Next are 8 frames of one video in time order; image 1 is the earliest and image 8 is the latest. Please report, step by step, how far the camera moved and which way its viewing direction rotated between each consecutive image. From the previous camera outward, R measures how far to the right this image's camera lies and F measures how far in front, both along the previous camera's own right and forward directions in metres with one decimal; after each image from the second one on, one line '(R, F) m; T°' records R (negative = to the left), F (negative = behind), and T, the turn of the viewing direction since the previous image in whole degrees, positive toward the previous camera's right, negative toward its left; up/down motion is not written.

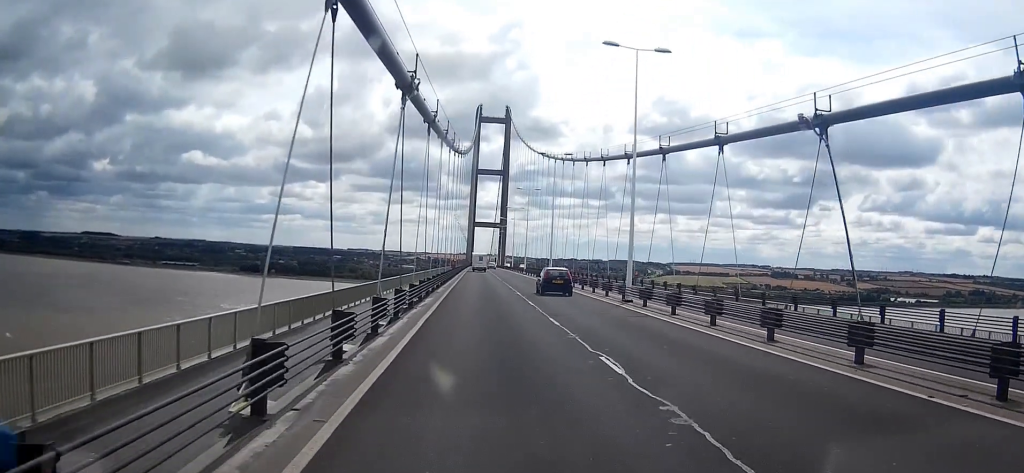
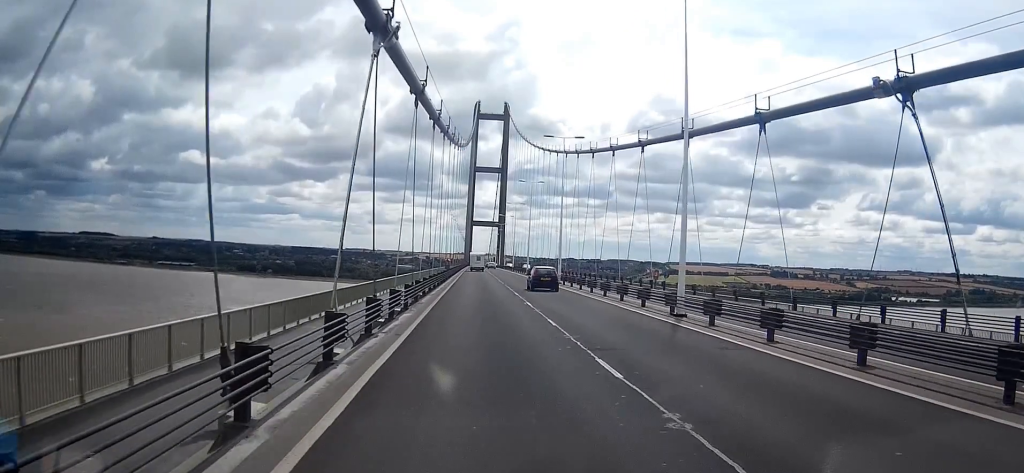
(0.0, +9.0) m; 0°
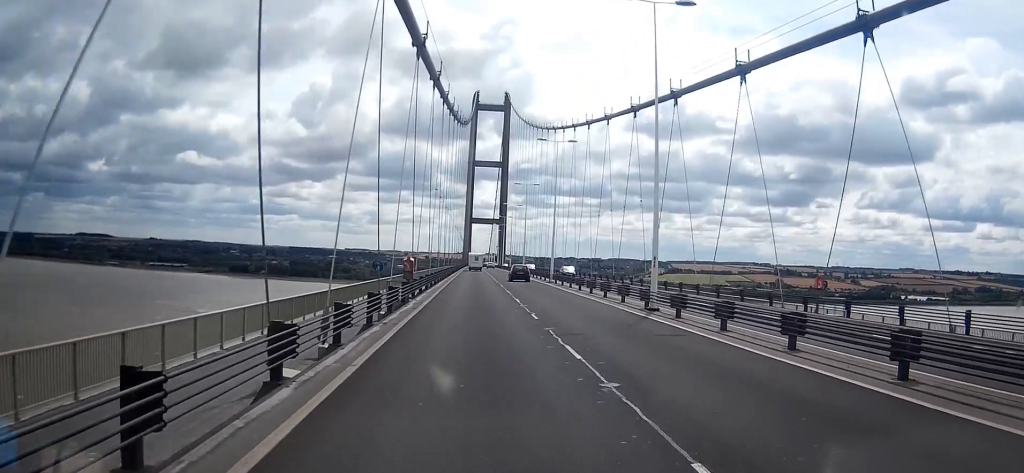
(+0.2, +33.6) m; 0°
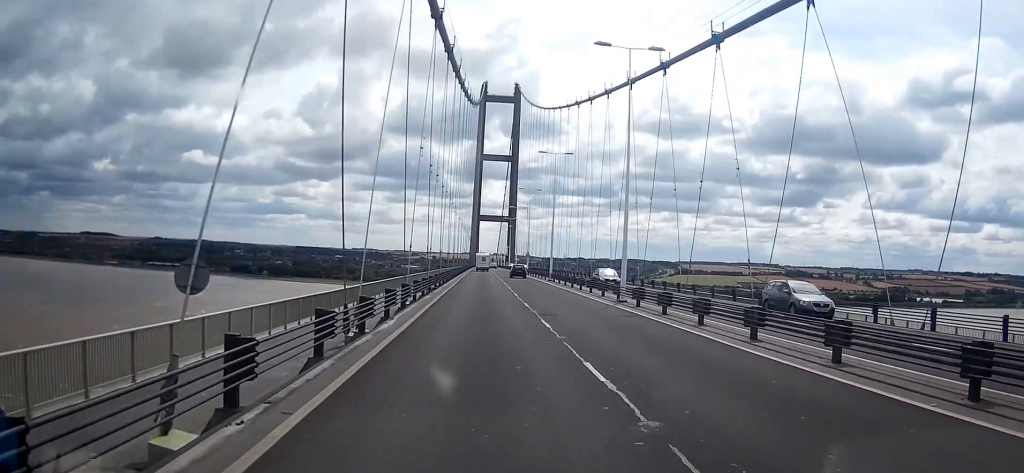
(-0.3, +29.2) m; -1°
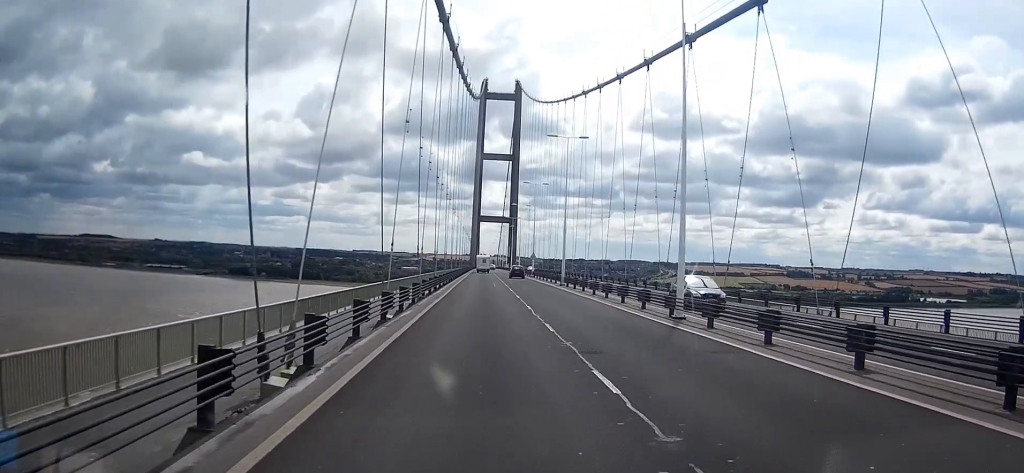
(0.0, +9.8) m; 0°
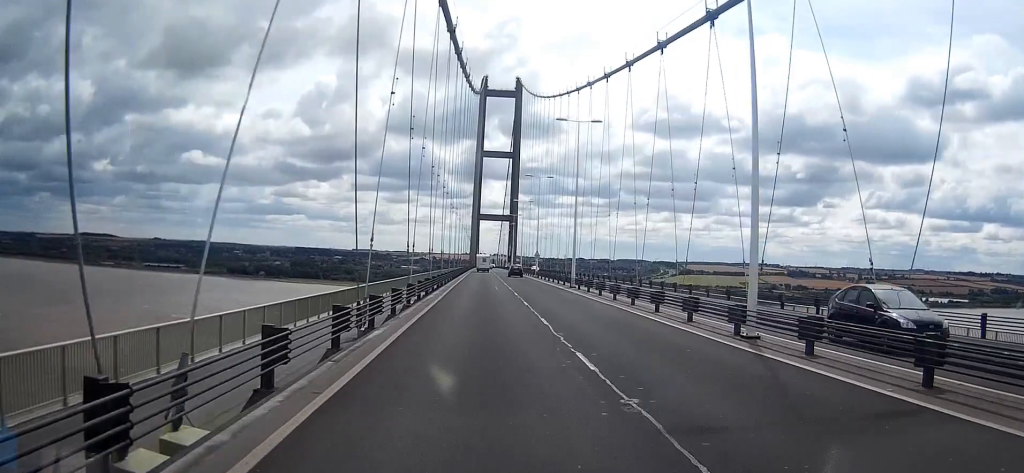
(0.0, +6.6) m; 0°
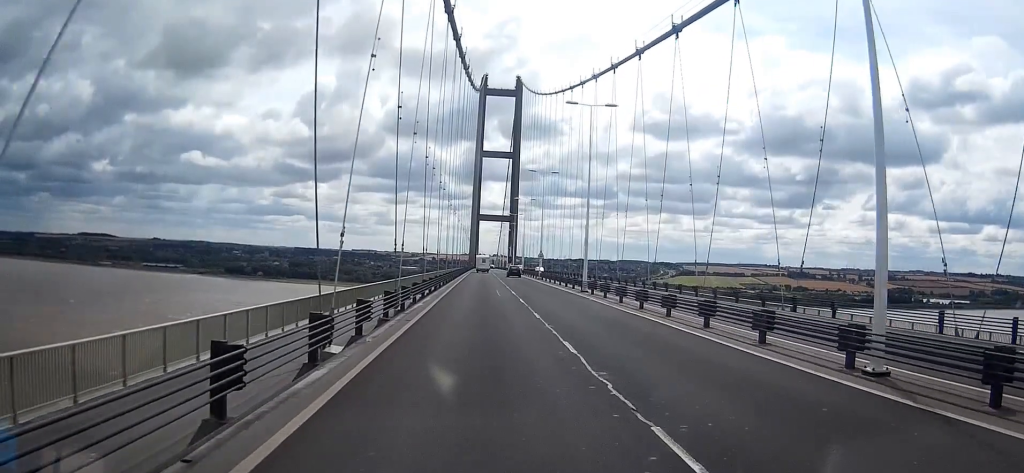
(0.0, +6.7) m; 0°
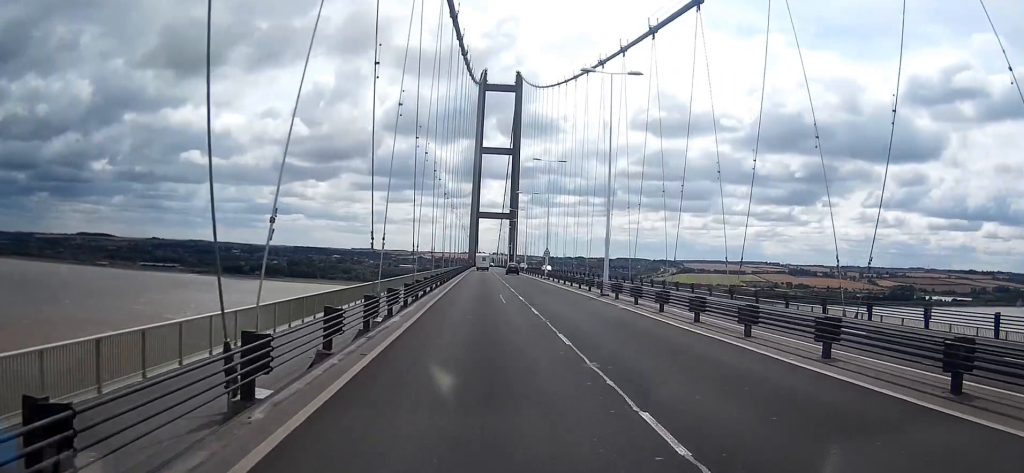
(0.0, +8.0) m; 0°
